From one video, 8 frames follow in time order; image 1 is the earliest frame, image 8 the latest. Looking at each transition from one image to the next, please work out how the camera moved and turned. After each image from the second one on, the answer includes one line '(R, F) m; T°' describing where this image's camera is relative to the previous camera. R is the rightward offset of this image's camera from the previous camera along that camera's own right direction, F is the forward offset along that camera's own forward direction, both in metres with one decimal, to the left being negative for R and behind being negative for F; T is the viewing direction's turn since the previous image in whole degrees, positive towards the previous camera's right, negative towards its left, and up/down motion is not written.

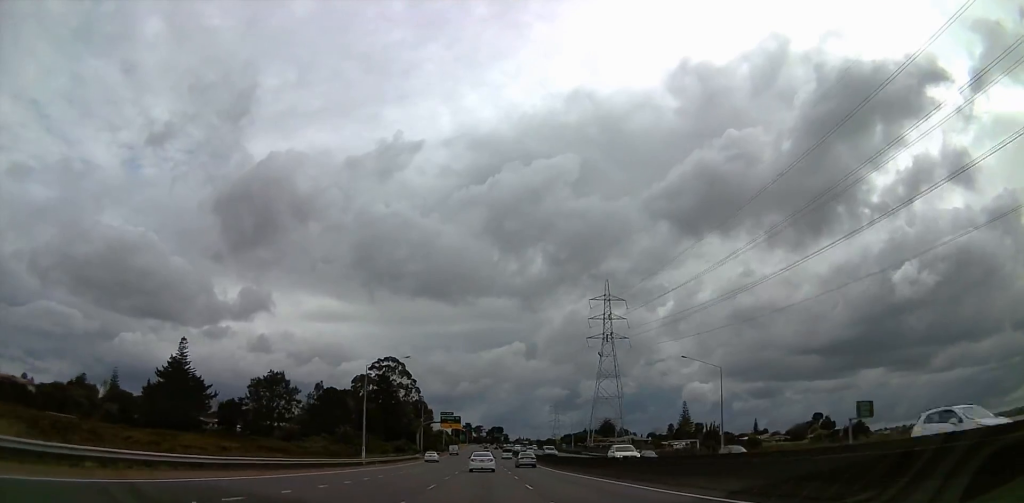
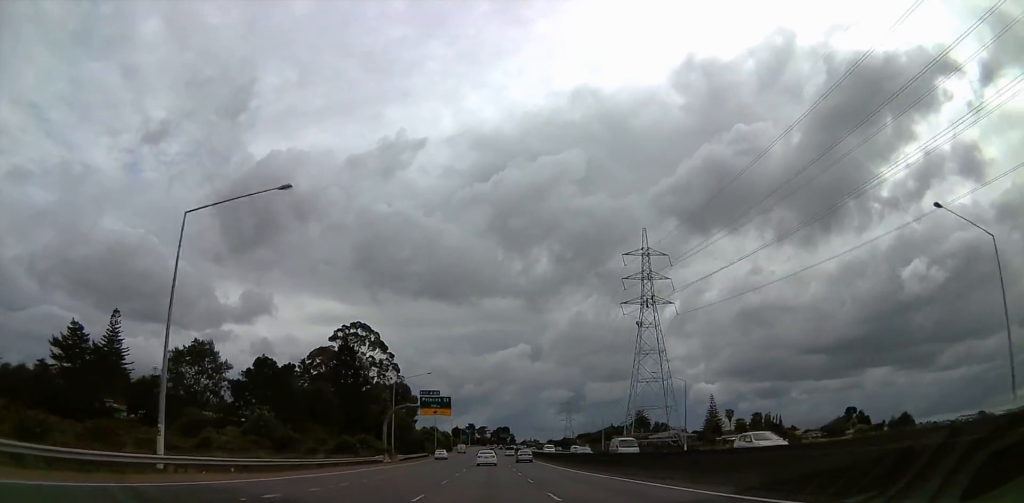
(+0.5, +47.7) m; +2°
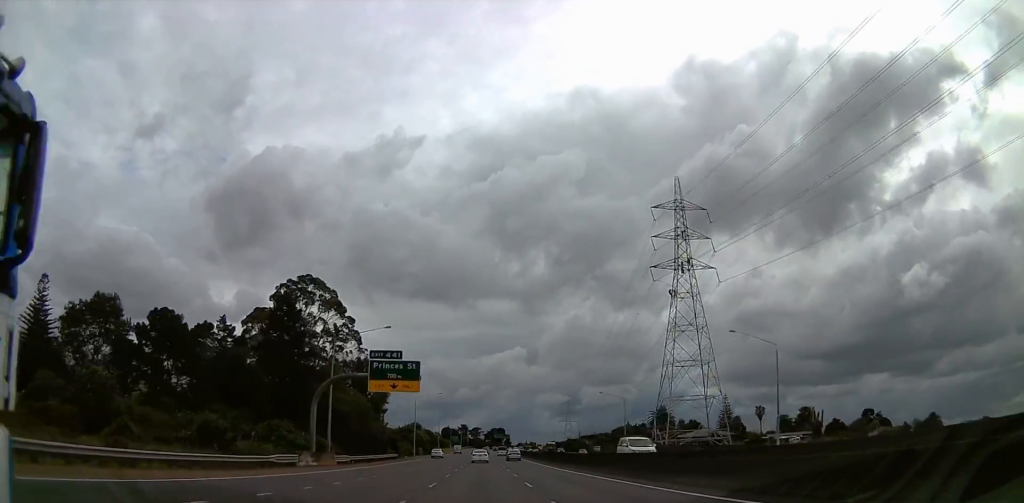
(-0.8, +33.3) m; -3°
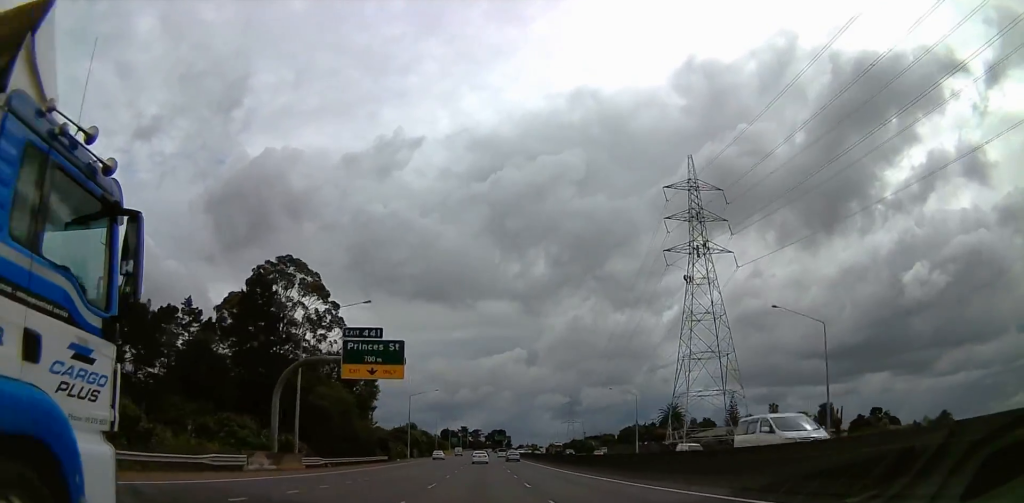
(0.0, +10.1) m; +1°
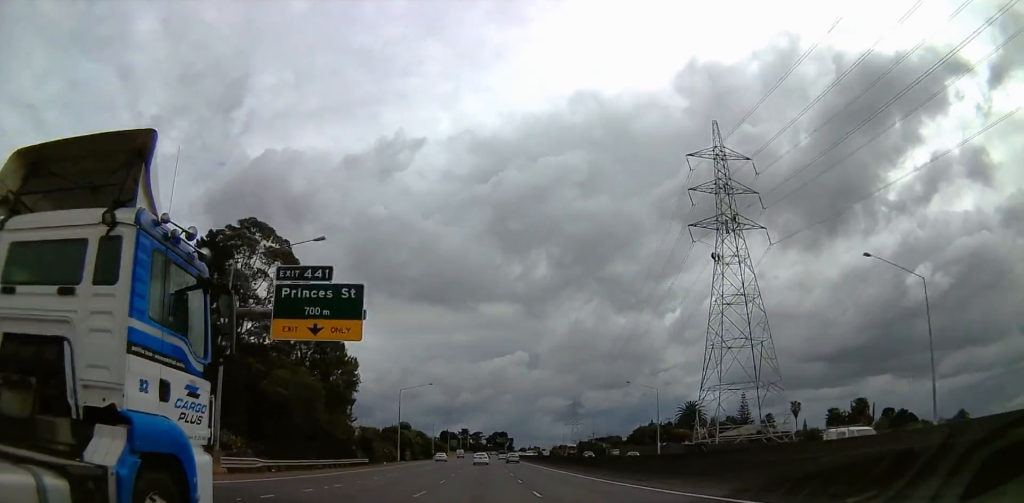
(0.0, +14.6) m; +1°
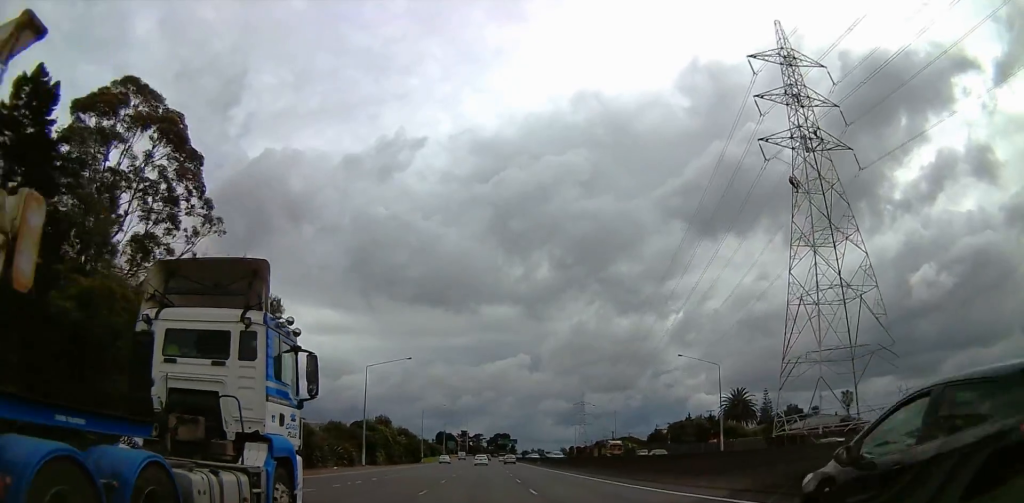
(+0.5, +28.0) m; +1°
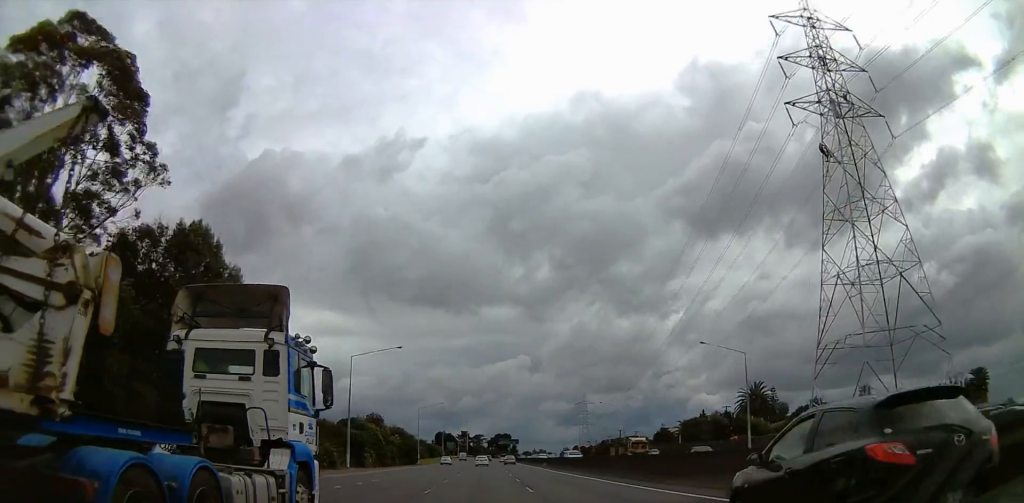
(0.0, +9.1) m; 0°
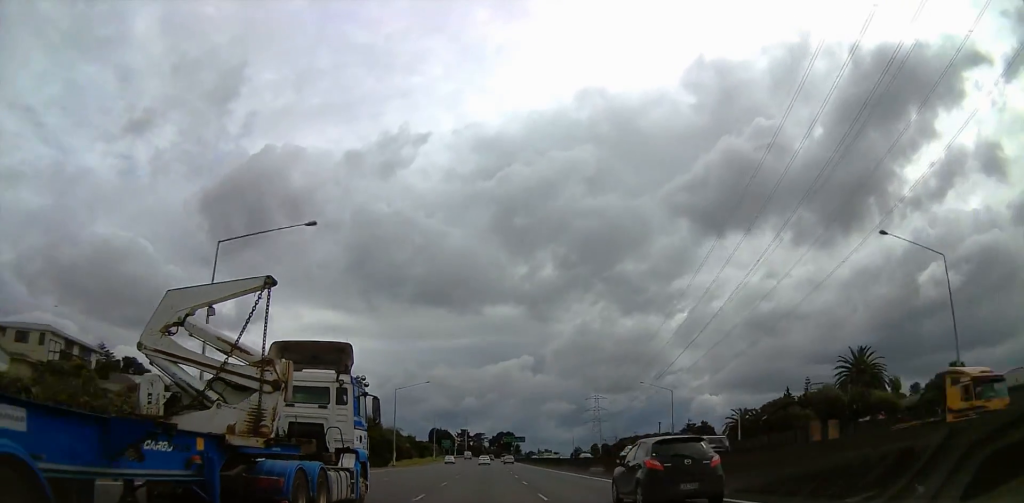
(-0.3, +33.7) m; -2°
